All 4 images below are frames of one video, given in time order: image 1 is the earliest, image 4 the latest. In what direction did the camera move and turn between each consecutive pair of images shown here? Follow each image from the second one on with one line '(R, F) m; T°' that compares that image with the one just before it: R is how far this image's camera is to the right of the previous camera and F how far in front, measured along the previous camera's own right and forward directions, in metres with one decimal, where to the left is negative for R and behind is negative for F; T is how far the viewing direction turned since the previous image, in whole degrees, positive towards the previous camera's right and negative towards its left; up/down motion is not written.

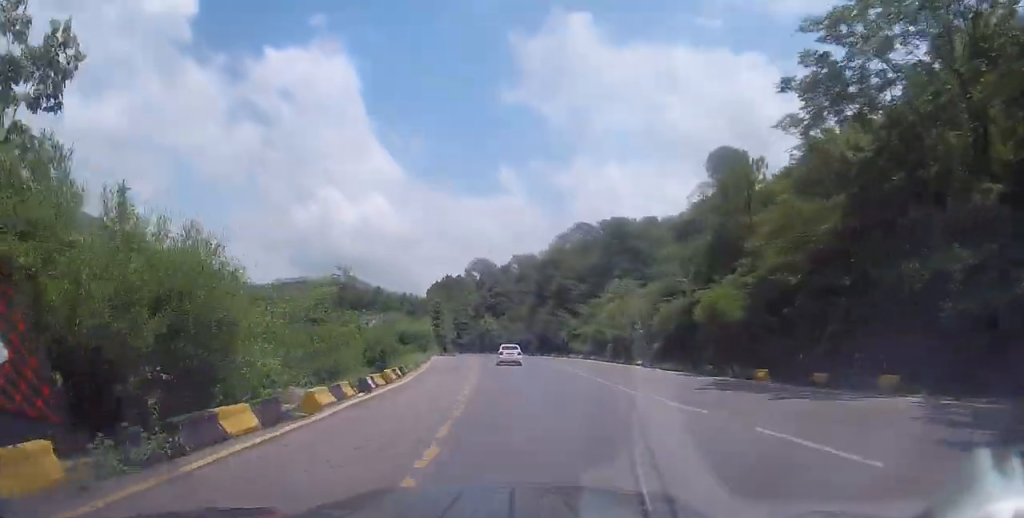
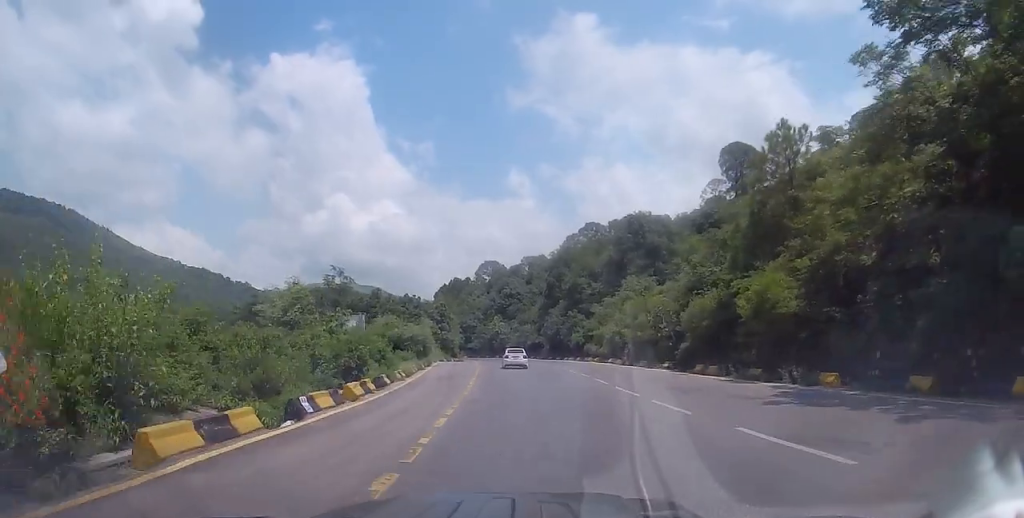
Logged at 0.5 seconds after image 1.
(+0.7, +5.8) m; +4°
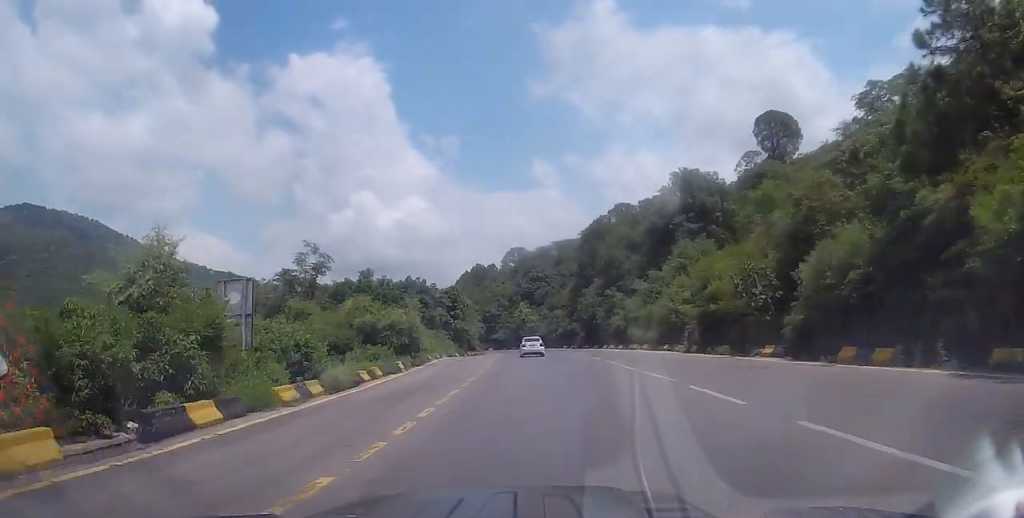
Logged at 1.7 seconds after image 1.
(+0.4, +15.1) m; +2°
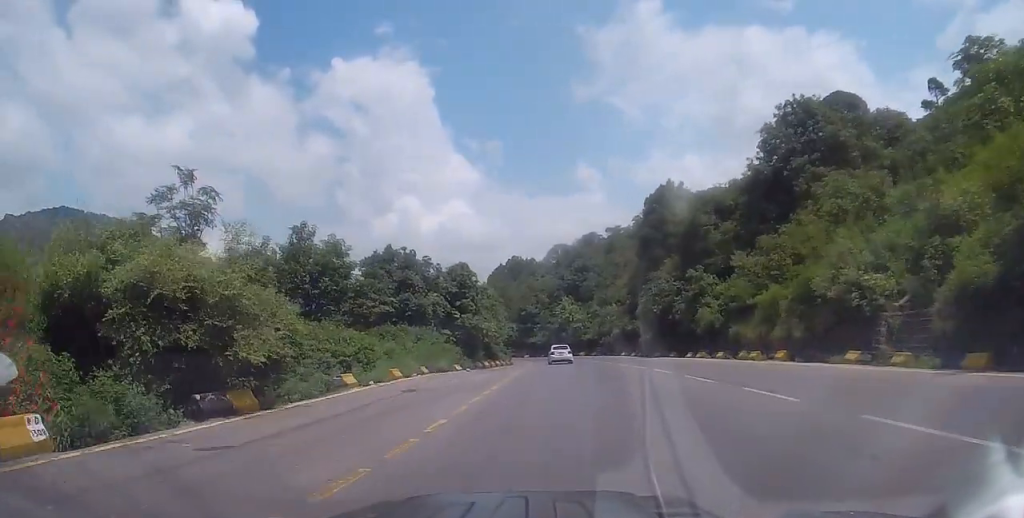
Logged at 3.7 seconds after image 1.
(-0.9, +24.0) m; -4°
